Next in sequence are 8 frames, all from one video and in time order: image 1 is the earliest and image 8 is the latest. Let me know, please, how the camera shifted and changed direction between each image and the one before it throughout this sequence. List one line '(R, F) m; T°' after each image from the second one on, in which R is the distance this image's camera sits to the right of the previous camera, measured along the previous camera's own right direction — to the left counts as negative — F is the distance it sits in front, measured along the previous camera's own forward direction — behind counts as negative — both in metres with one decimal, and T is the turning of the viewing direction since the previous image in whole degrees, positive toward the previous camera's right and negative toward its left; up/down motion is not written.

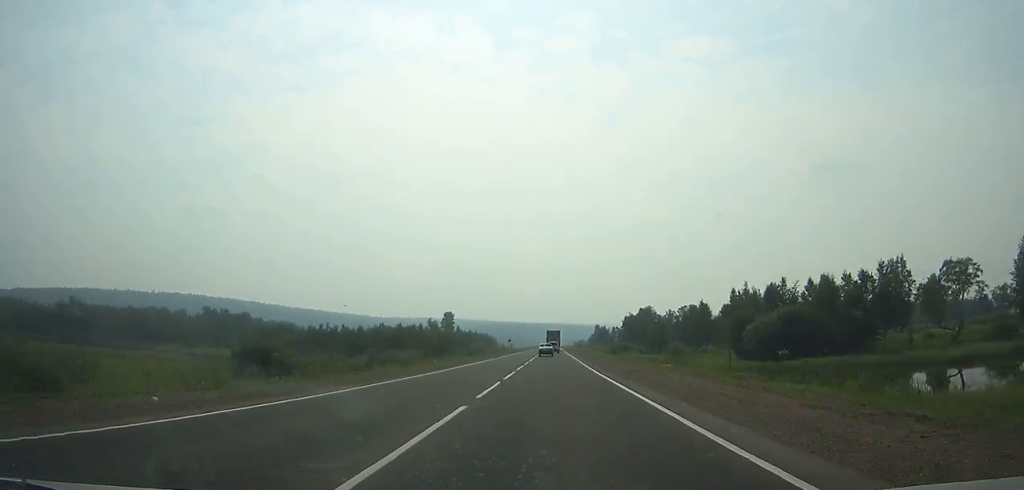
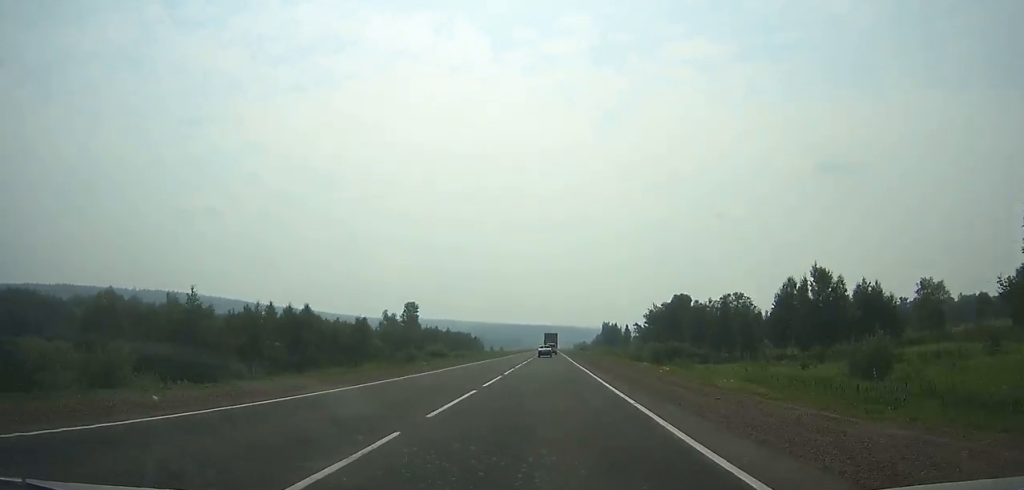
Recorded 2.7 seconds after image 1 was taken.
(+0.1, +61.1) m; 0°
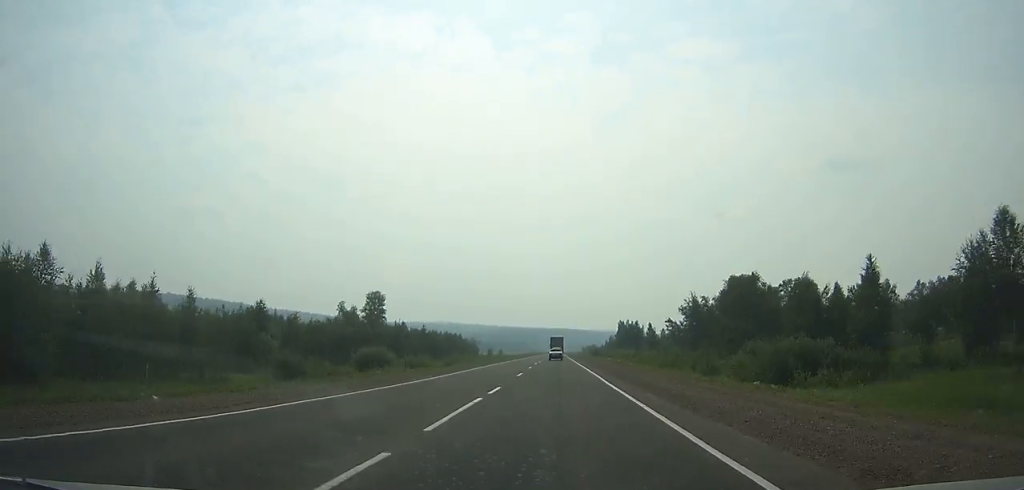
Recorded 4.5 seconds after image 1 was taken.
(-0.1, +41.0) m; 0°
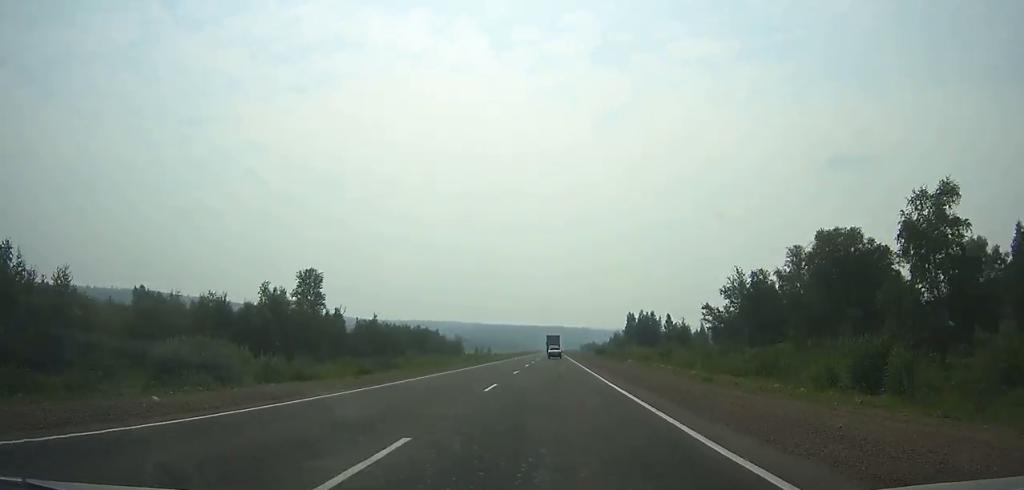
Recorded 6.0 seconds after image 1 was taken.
(0.0, +34.4) m; 0°
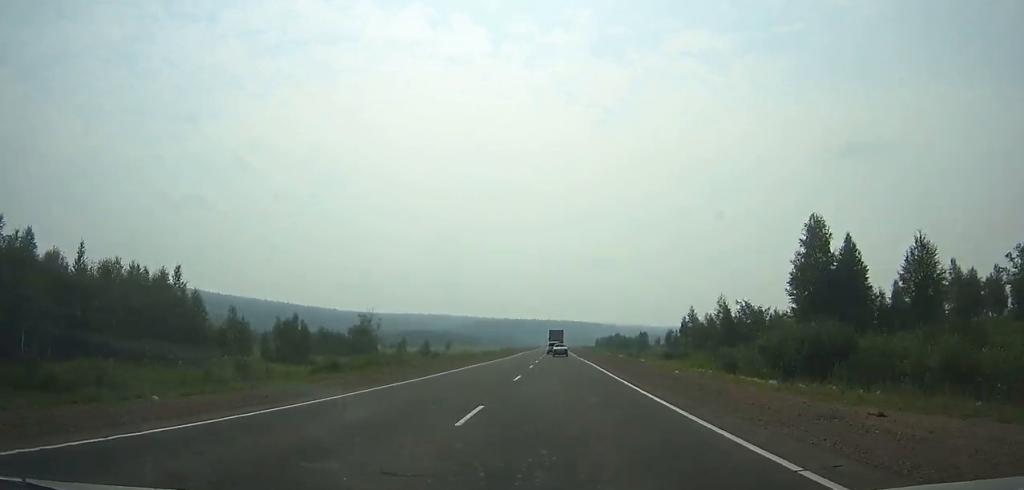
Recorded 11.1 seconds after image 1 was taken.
(-0.3, +124.1) m; 0°
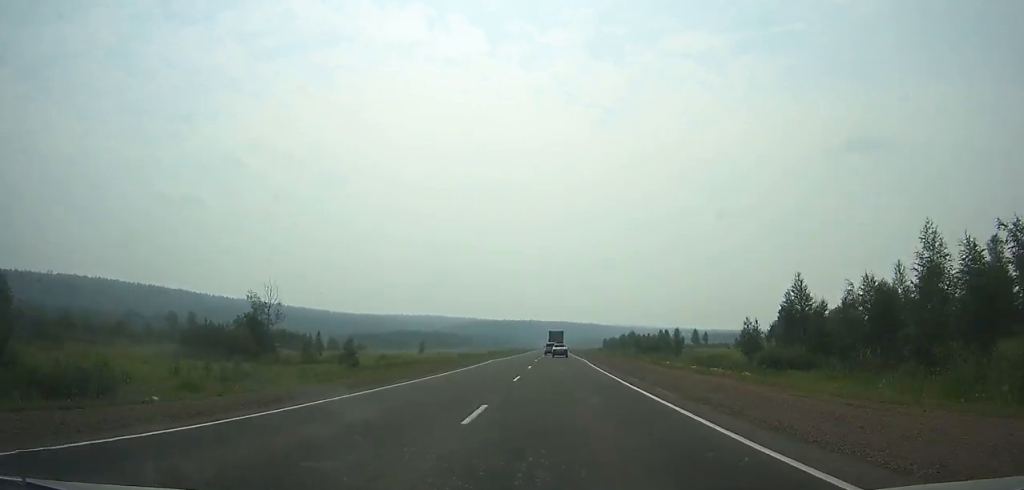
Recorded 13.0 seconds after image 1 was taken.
(0.0, +47.8) m; 0°
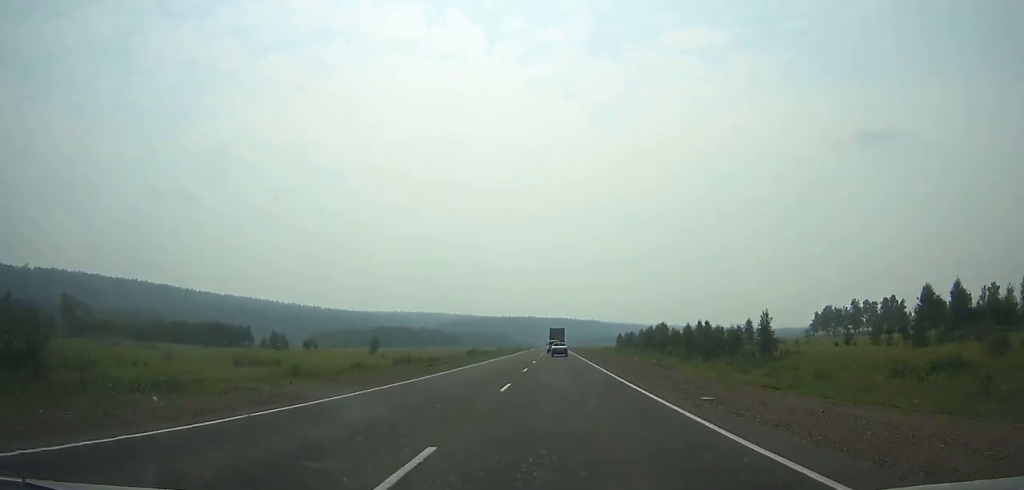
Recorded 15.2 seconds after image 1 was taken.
(+0.1, +54.7) m; 0°
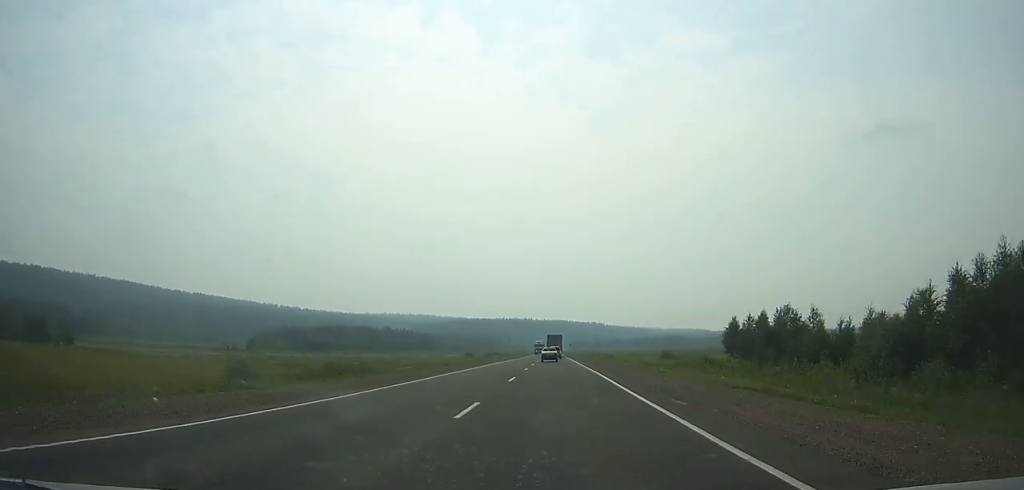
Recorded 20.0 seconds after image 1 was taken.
(+0.2, +114.2) m; 0°
